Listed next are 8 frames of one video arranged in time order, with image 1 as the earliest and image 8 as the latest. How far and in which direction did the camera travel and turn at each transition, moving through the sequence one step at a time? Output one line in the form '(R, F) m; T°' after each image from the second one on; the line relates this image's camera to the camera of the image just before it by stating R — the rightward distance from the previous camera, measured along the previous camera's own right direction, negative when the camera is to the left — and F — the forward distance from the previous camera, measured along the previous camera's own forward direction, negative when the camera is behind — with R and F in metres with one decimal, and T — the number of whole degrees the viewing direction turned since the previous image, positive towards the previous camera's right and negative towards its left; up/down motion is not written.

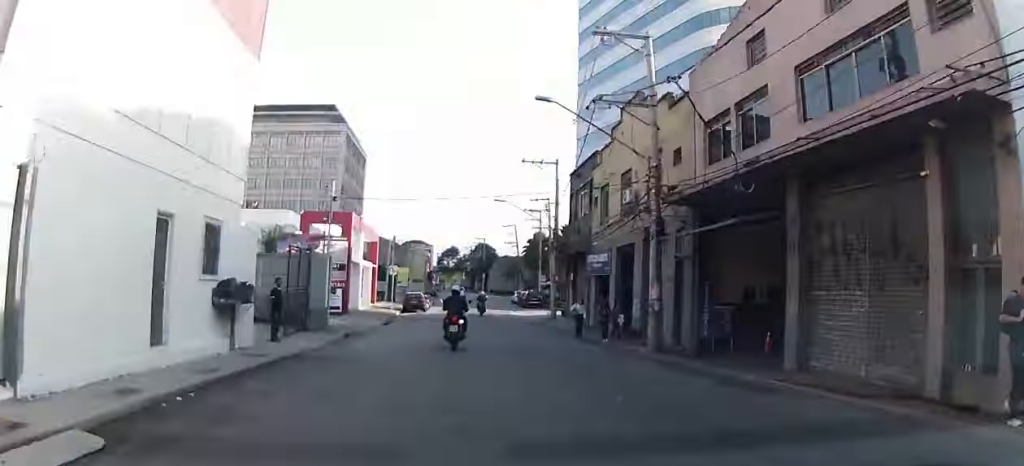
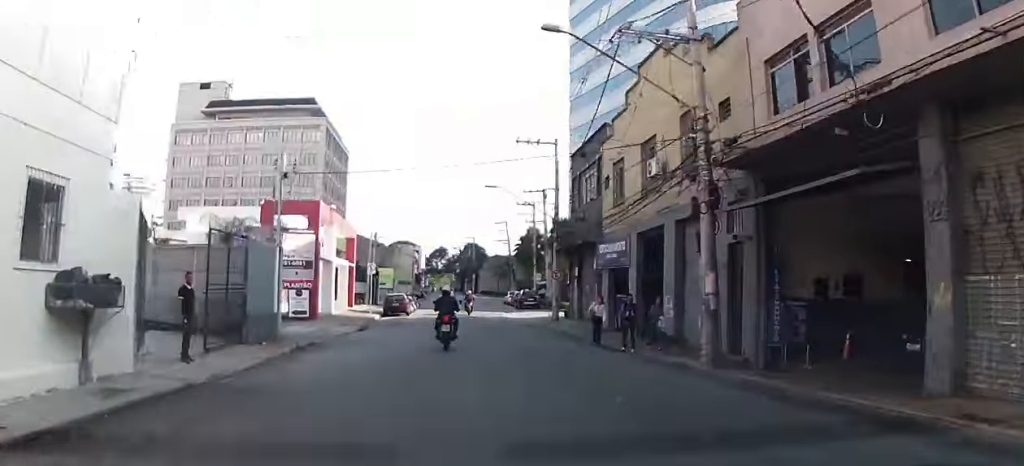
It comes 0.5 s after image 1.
(+0.4, +4.5) m; +5°
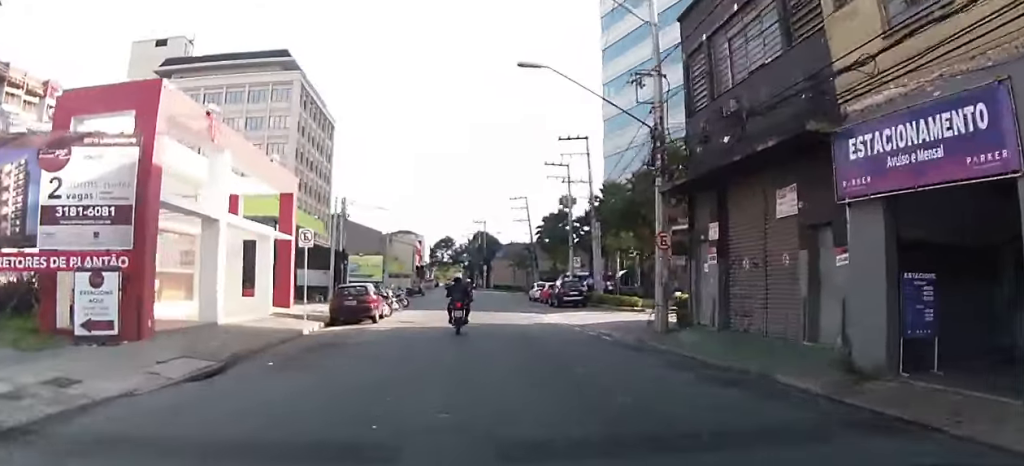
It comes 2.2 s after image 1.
(+0.3, +17.5) m; +1°
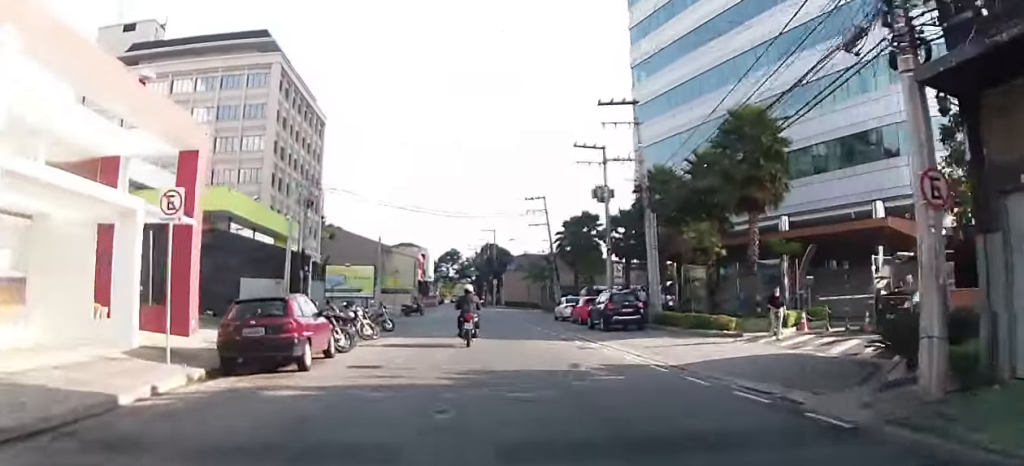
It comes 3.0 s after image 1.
(0.0, +10.8) m; 0°
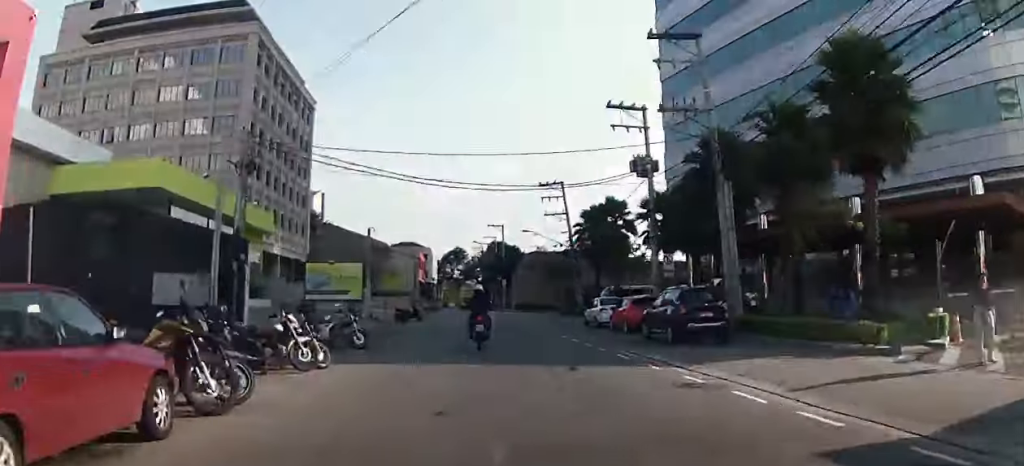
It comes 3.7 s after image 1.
(0.0, +8.5) m; 0°
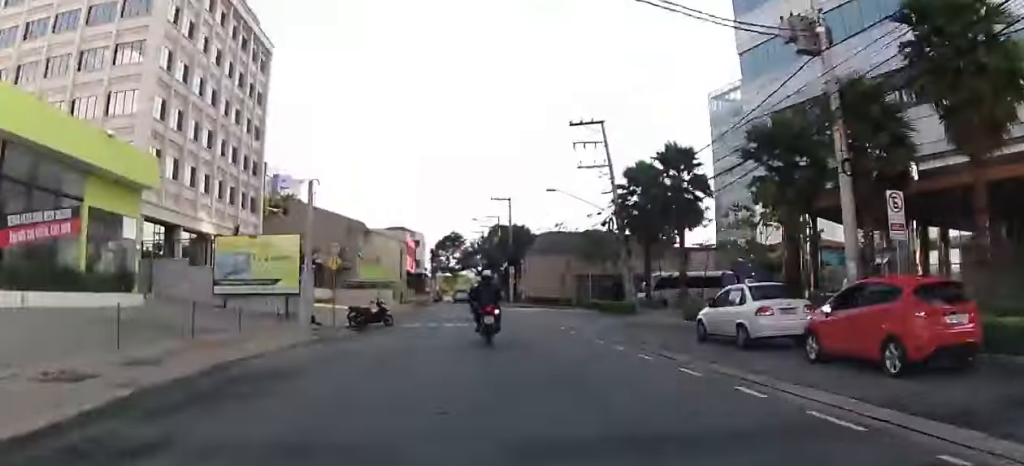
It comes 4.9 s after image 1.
(+0.1, +17.2) m; +1°
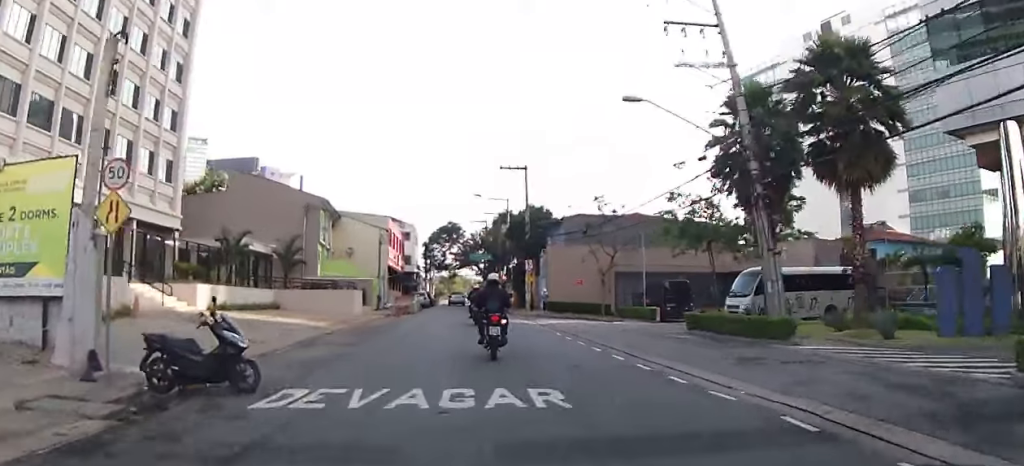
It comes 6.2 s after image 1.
(+0.4, +18.7) m; +1°
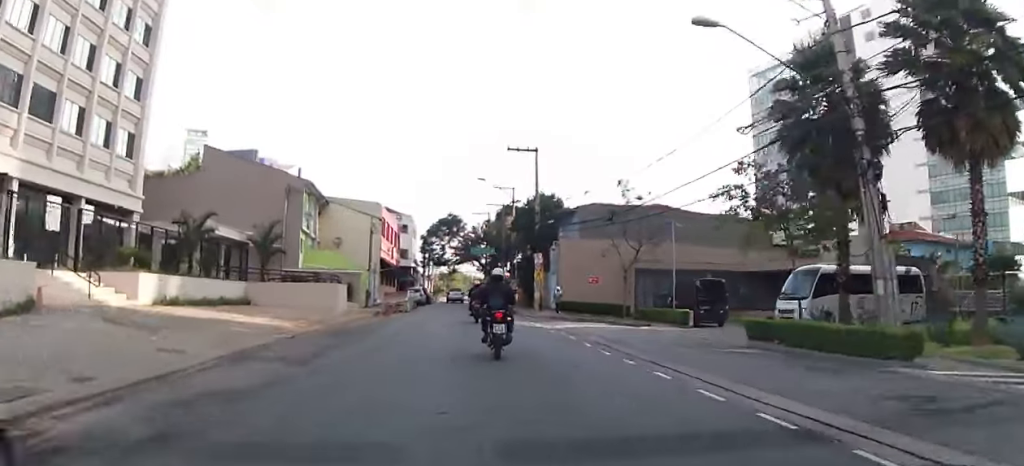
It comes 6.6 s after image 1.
(0.0, +6.0) m; 0°
